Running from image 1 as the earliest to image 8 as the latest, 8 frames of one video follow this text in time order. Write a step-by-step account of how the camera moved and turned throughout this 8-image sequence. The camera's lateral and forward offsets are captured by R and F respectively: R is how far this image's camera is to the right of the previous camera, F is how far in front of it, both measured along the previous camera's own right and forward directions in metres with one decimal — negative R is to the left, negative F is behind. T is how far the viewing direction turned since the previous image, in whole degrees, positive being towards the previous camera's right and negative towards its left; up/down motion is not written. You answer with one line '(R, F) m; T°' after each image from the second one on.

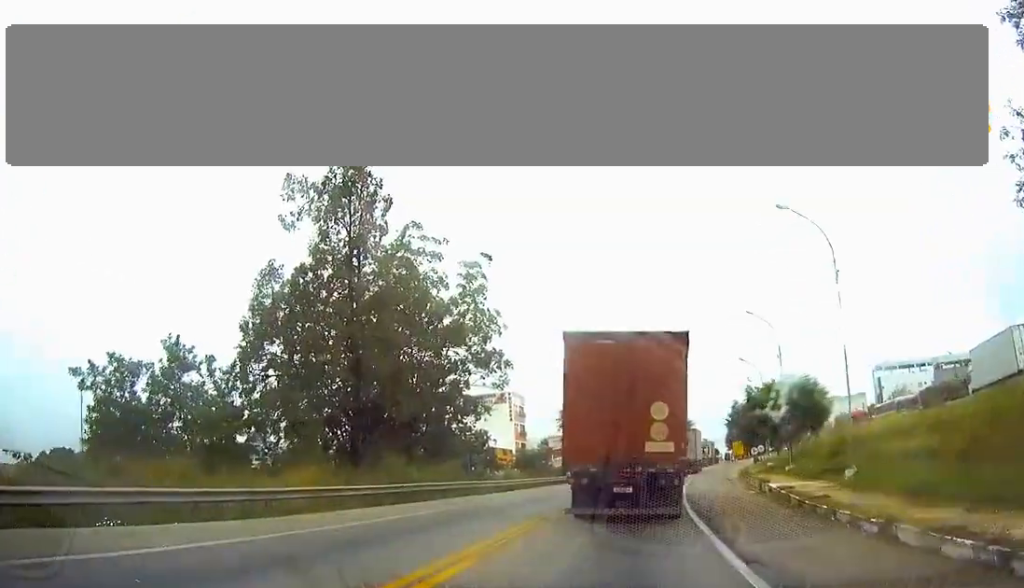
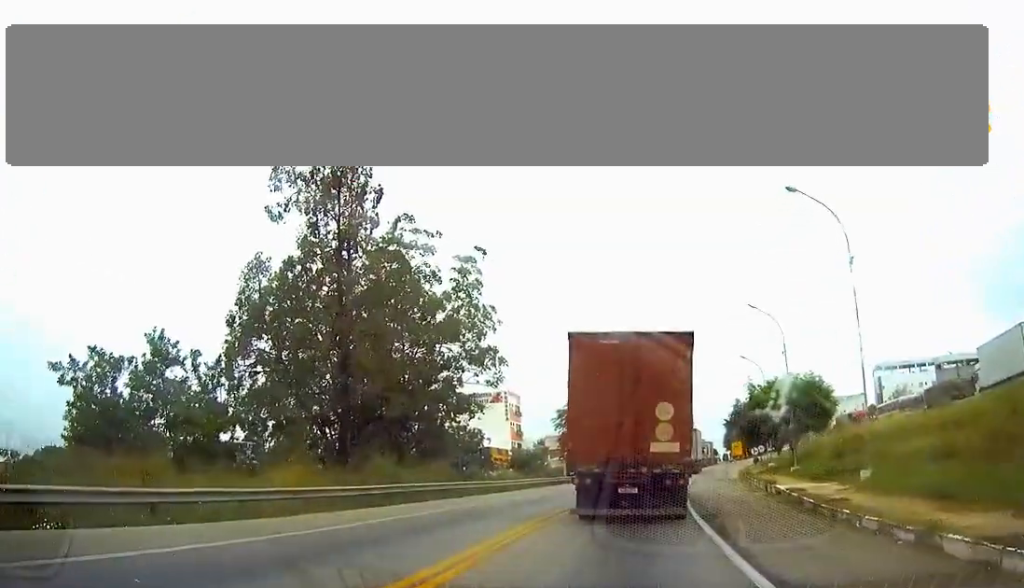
(0.0, +1.8) m; 0°
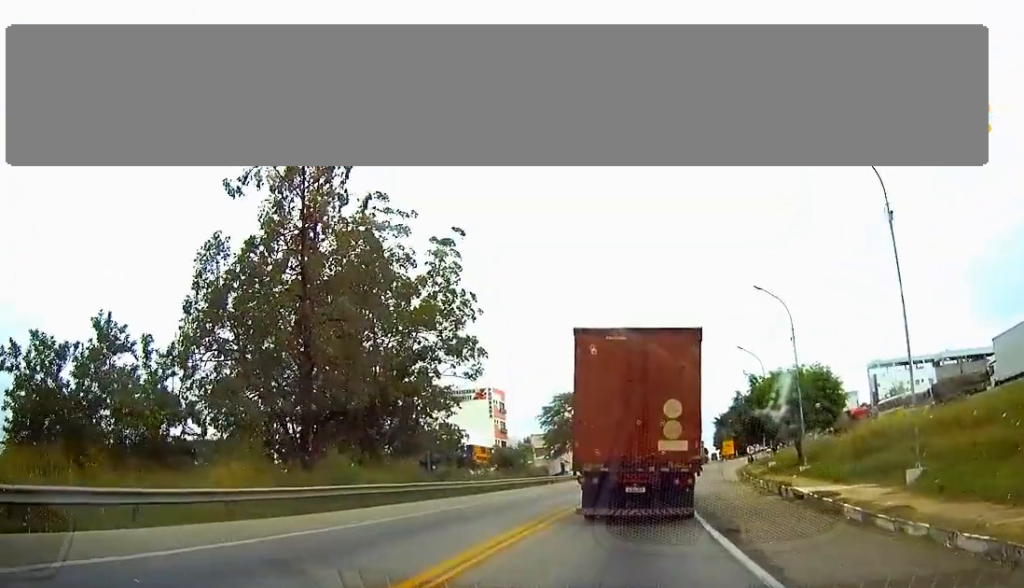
(+0.1, +4.5) m; +1°
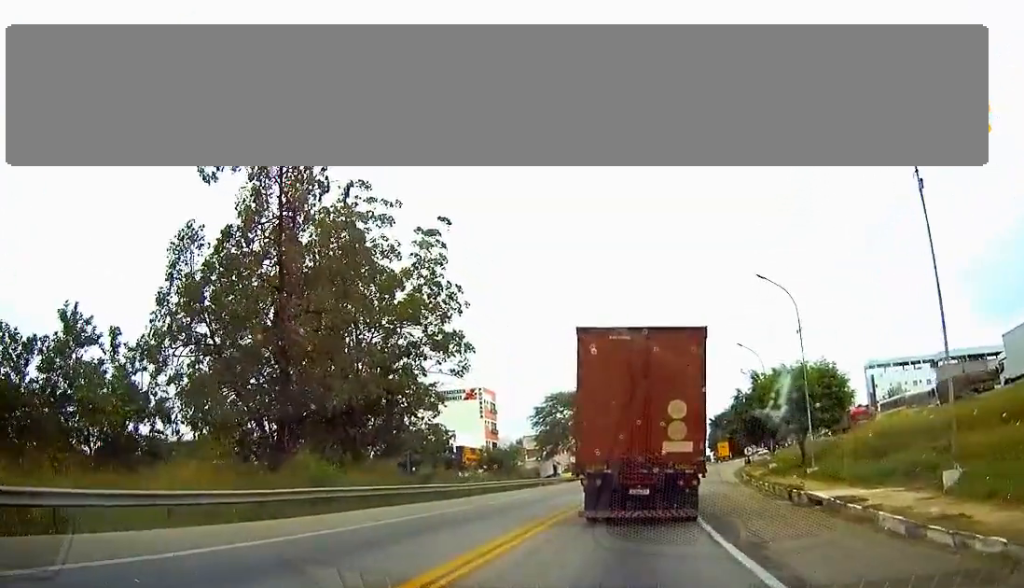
(0.0, +2.6) m; +1°
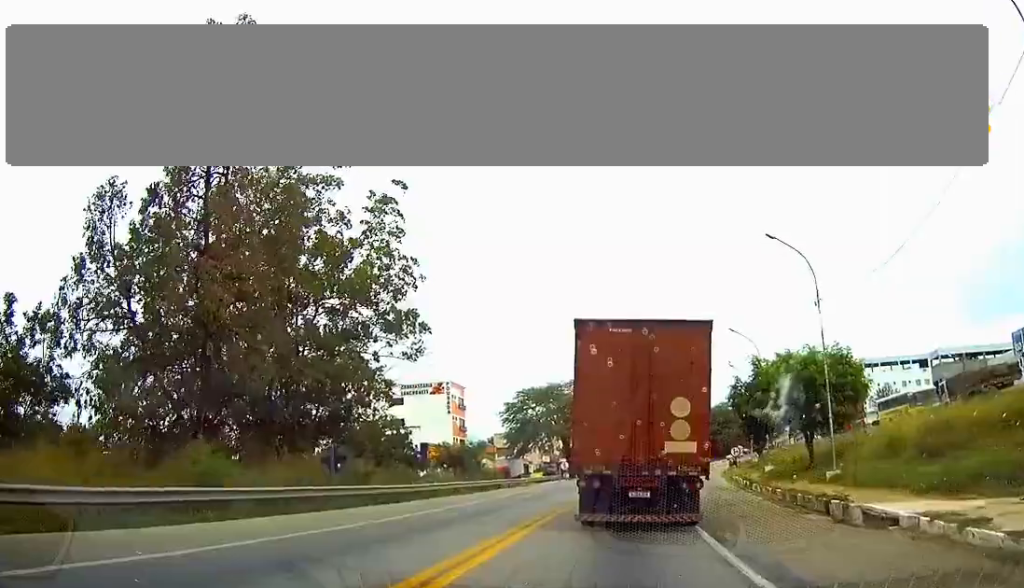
(+0.2, +6.8) m; +2°
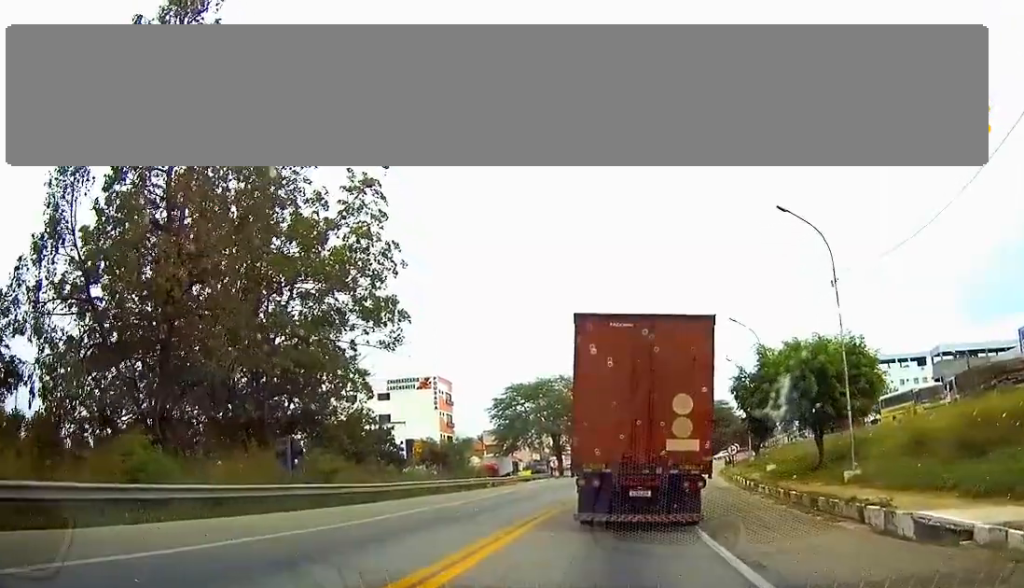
(0.0, +3.3) m; 0°
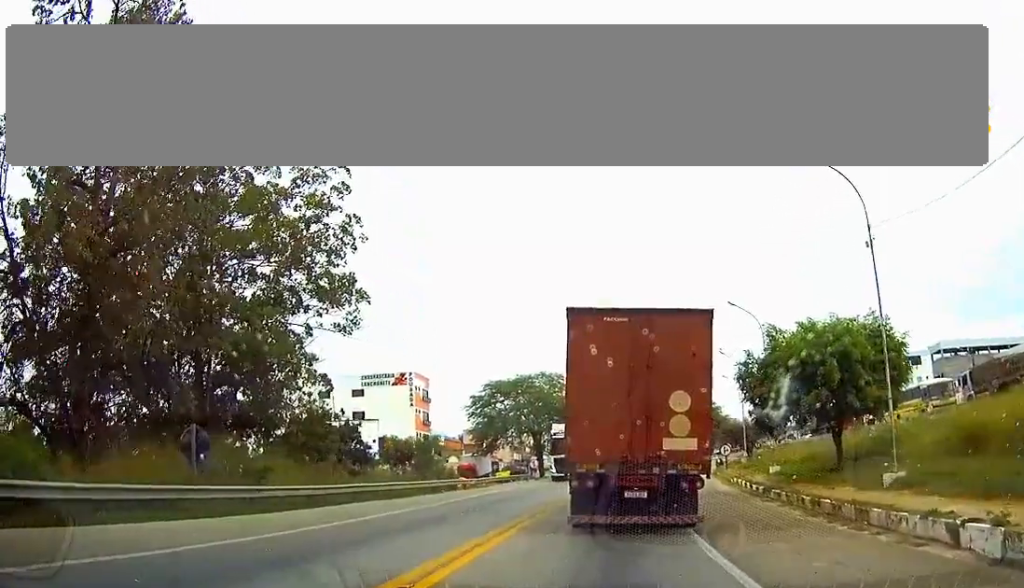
(0.0, +5.3) m; 0°
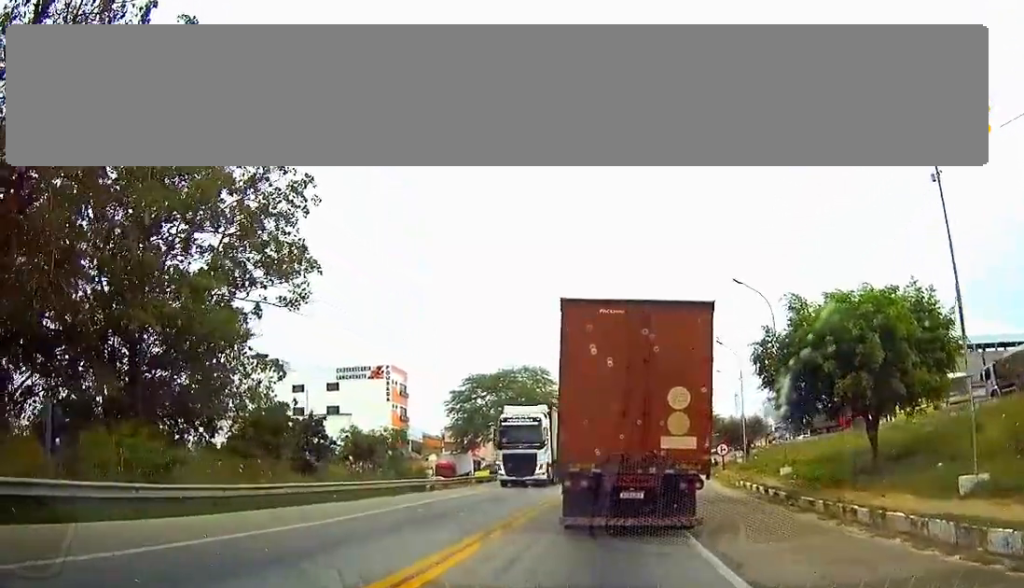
(0.0, +5.6) m; 0°
